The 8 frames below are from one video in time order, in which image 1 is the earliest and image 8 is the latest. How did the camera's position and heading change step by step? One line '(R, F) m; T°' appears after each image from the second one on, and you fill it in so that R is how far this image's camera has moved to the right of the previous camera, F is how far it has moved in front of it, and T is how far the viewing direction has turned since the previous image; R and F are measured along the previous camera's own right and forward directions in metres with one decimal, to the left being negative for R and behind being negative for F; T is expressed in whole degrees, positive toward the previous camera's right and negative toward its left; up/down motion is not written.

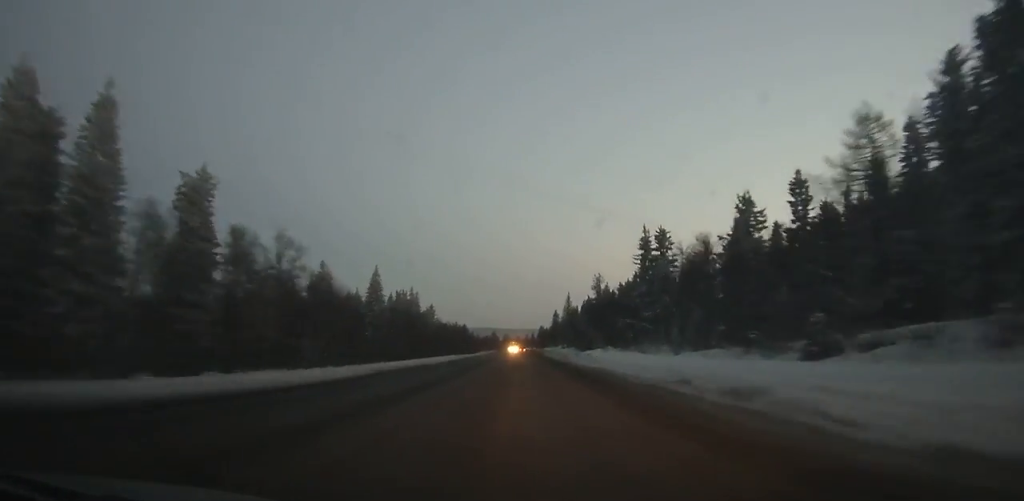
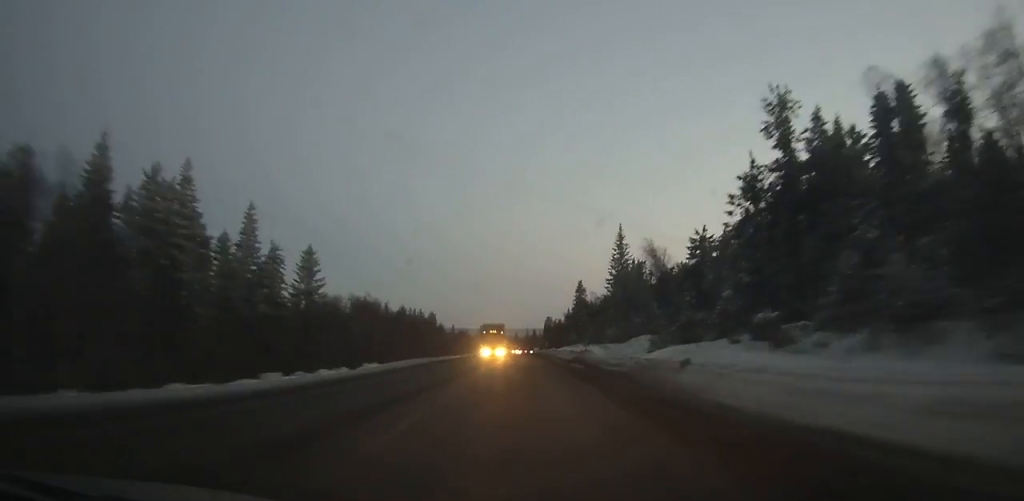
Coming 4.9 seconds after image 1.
(+0.1, +115.5) m; 0°
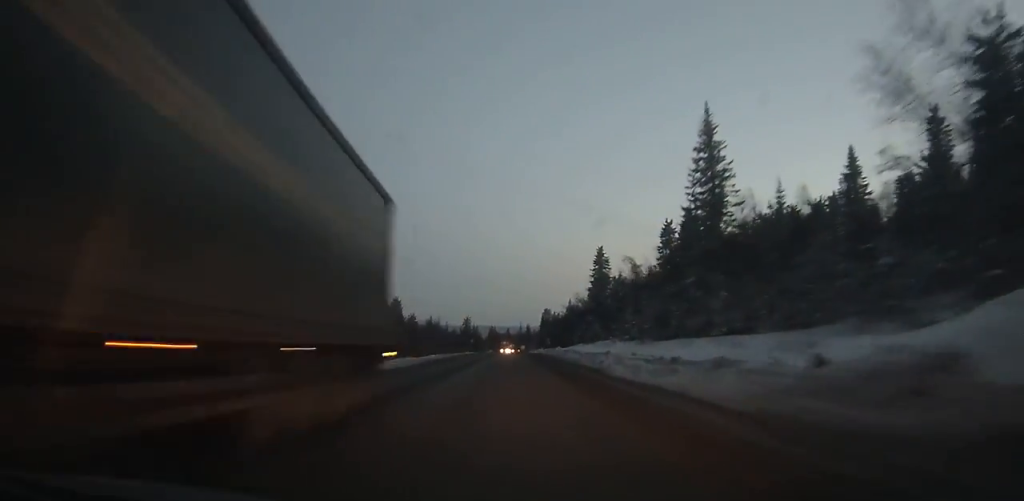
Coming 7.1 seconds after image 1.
(0.0, +53.8) m; 0°
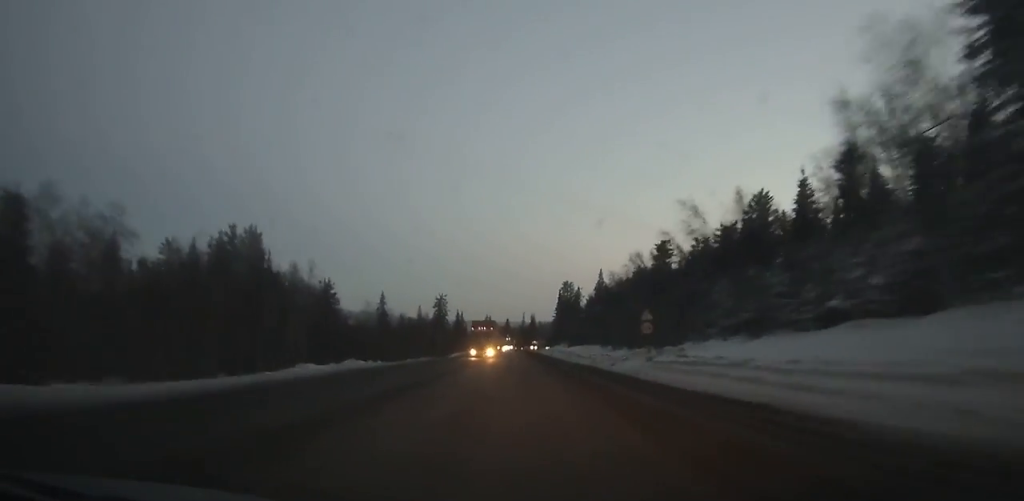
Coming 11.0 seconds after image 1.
(+0.1, +97.8) m; 0°
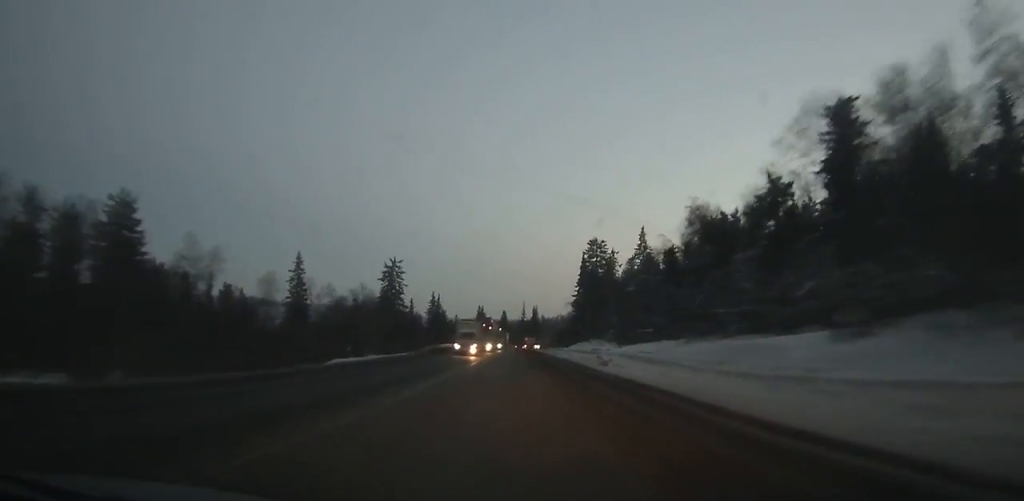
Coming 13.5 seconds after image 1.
(+0.2, +62.2) m; 0°
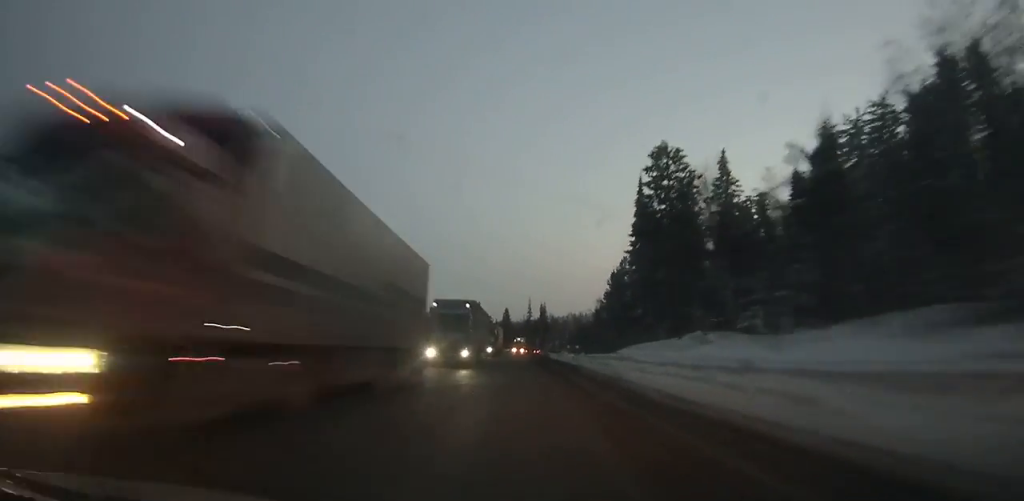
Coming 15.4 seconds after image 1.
(-0.1, +45.0) m; 0°
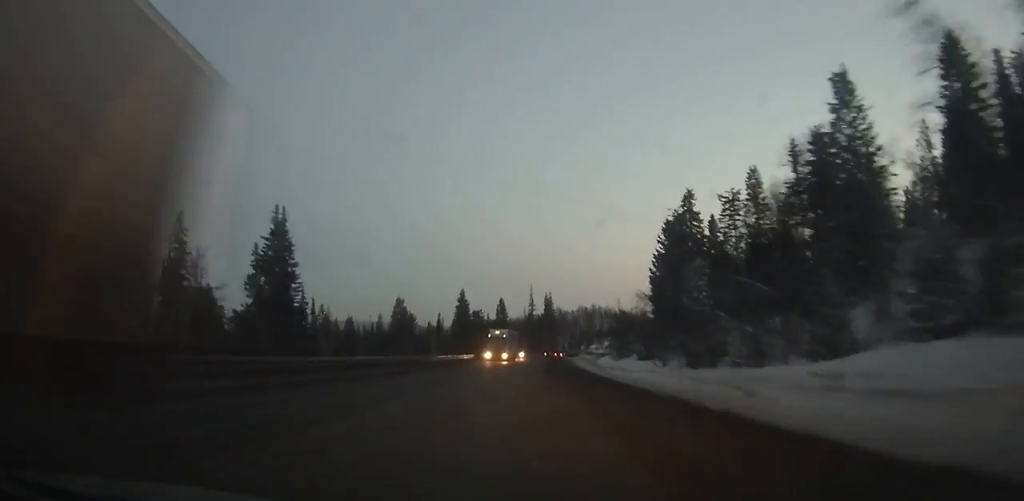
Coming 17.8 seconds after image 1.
(+0.2, +55.6) m; +1°
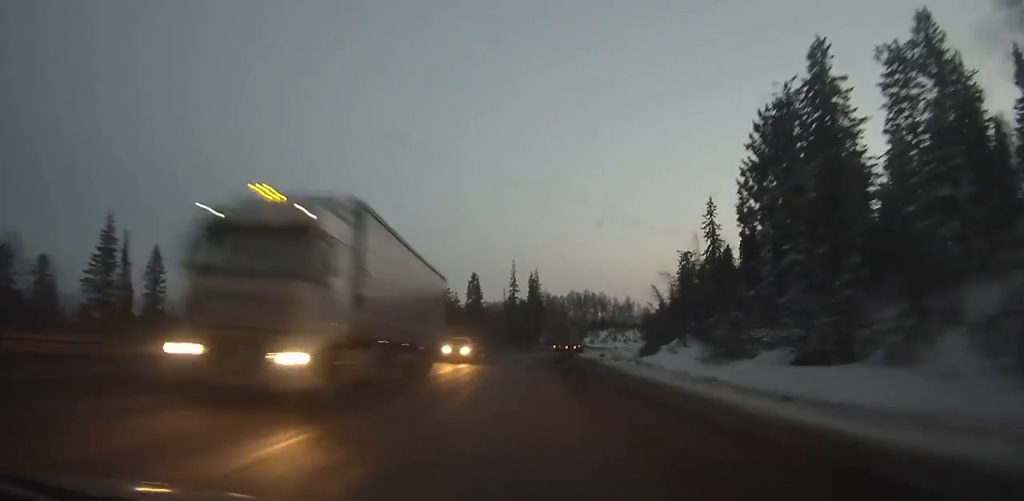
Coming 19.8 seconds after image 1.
(+0.3, +44.6) m; +3°
